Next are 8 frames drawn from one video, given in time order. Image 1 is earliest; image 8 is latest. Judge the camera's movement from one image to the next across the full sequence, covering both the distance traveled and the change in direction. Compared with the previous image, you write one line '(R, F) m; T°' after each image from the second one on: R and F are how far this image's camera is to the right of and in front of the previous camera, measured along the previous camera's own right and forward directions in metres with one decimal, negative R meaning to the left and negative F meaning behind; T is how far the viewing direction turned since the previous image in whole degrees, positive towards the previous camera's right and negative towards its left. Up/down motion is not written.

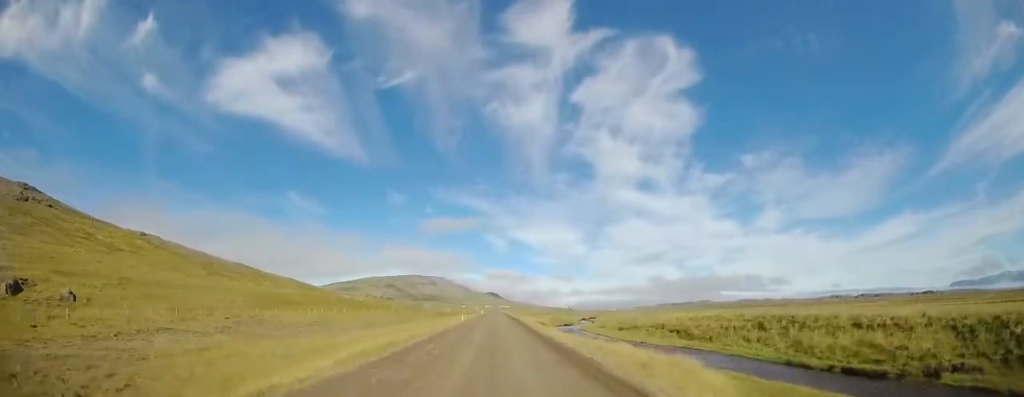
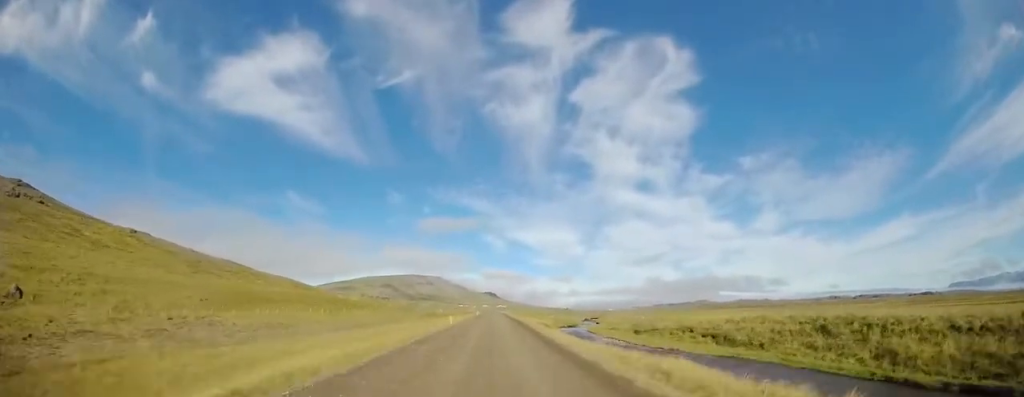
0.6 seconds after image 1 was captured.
(+0.1, +9.8) m; 0°
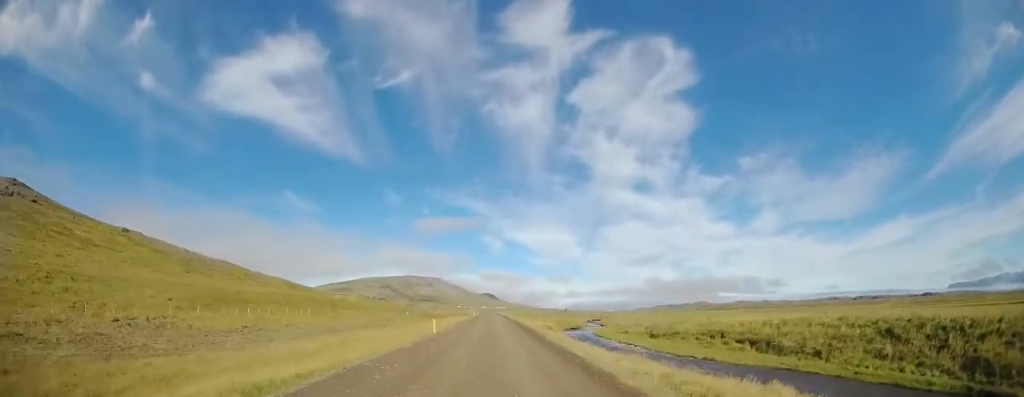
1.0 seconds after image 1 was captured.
(0.0, +7.5) m; 0°
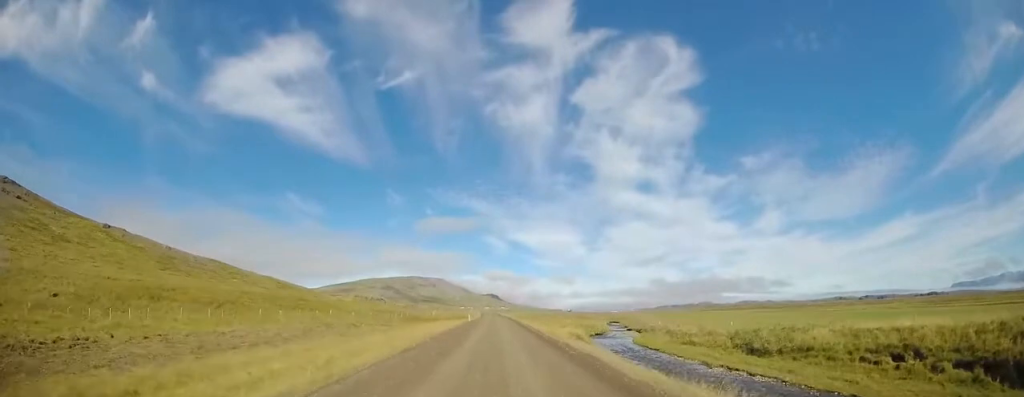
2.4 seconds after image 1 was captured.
(-0.4, +23.9) m; -2°
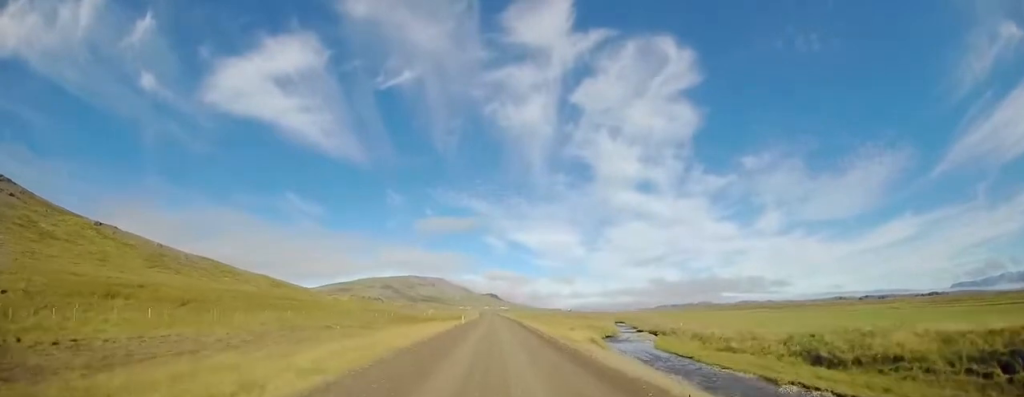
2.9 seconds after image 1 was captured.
(-0.1, +8.9) m; 0°
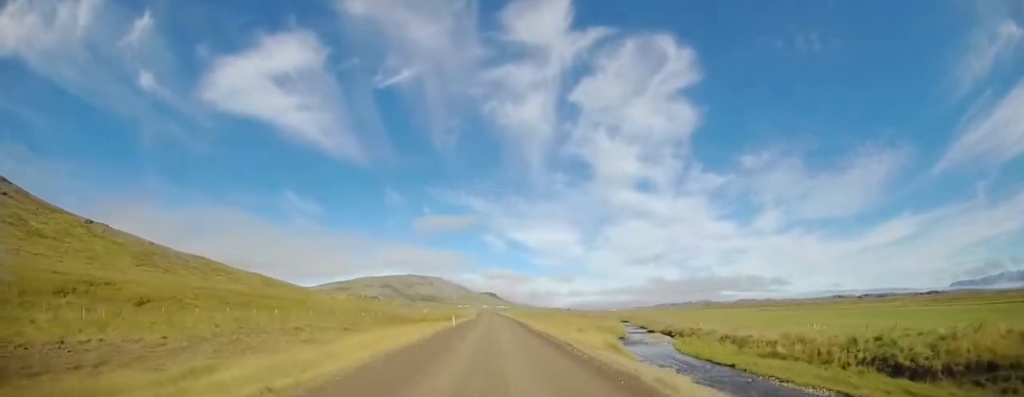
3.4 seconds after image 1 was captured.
(-0.1, +7.8) m; 0°
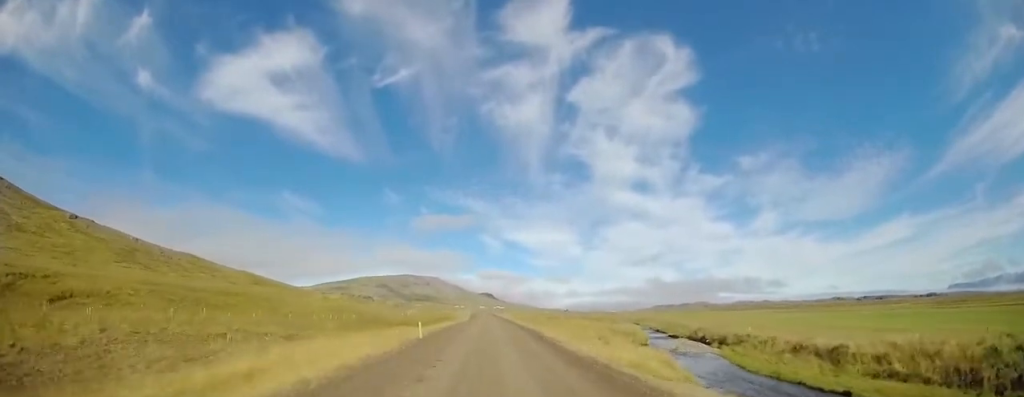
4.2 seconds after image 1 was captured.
(+0.2, +13.2) m; +1°
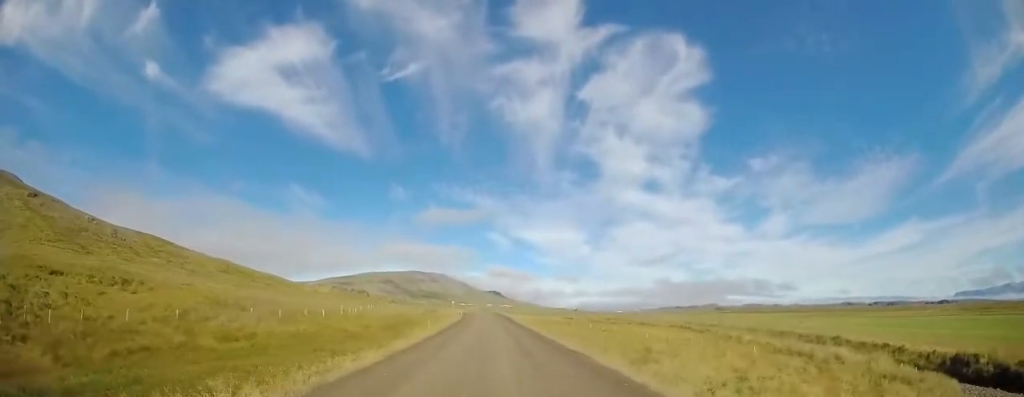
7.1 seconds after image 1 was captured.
(+0.9, +47.1) m; +2°
